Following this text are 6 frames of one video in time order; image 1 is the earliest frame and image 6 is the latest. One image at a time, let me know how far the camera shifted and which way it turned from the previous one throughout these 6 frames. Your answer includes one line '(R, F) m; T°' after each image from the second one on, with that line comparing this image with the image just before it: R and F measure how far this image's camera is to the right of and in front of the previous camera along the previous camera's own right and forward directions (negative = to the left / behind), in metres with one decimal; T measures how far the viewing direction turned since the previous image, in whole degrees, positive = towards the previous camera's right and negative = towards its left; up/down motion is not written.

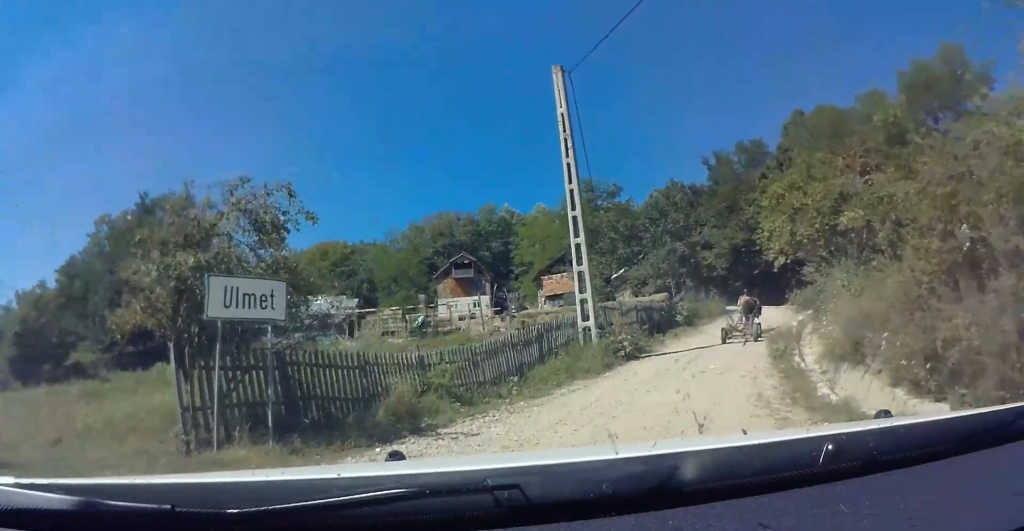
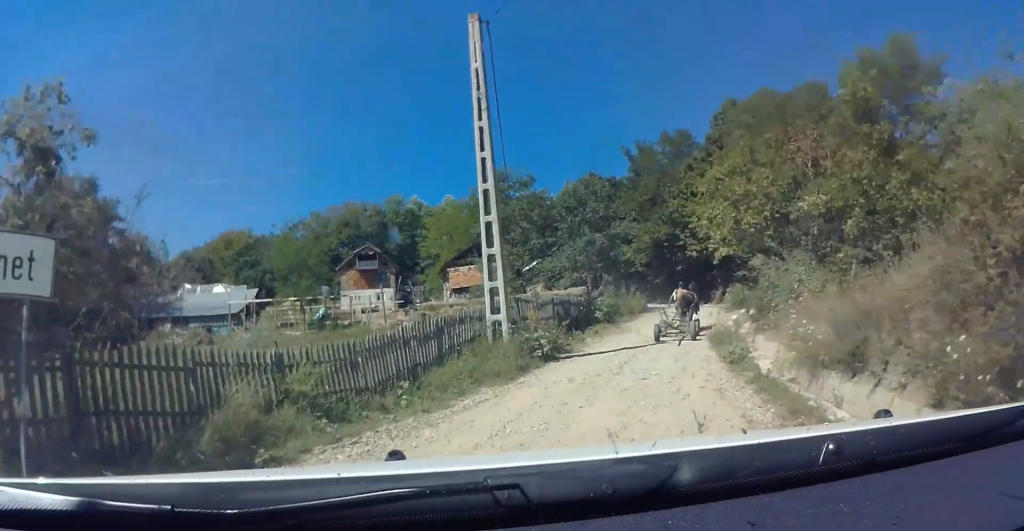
(+0.4, +3.1) m; +11°
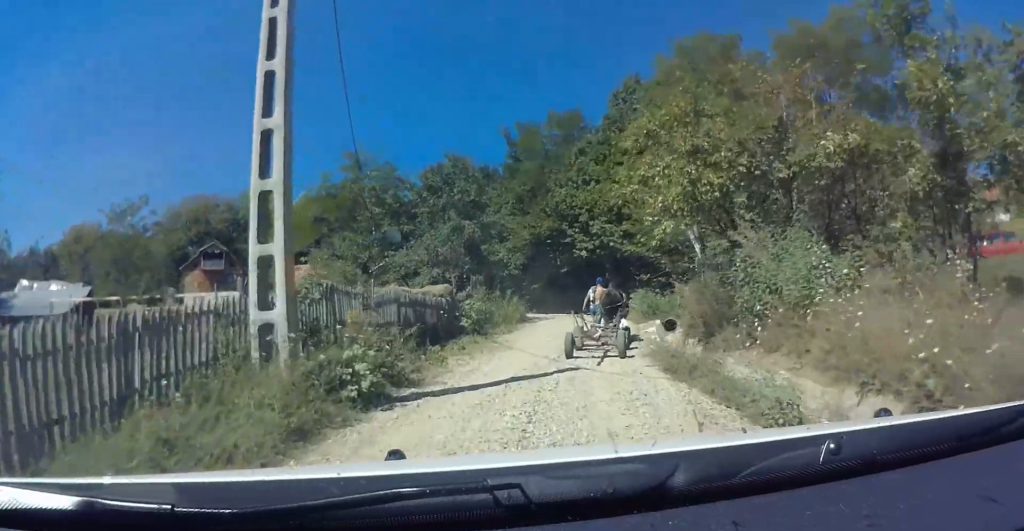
(+0.7, +7.8) m; +8°
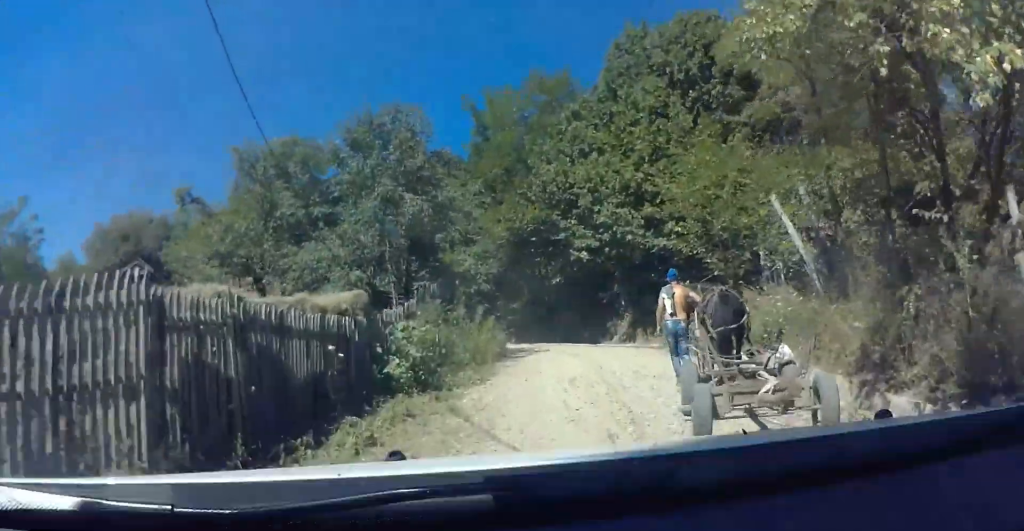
(+0.1, +10.1) m; 0°
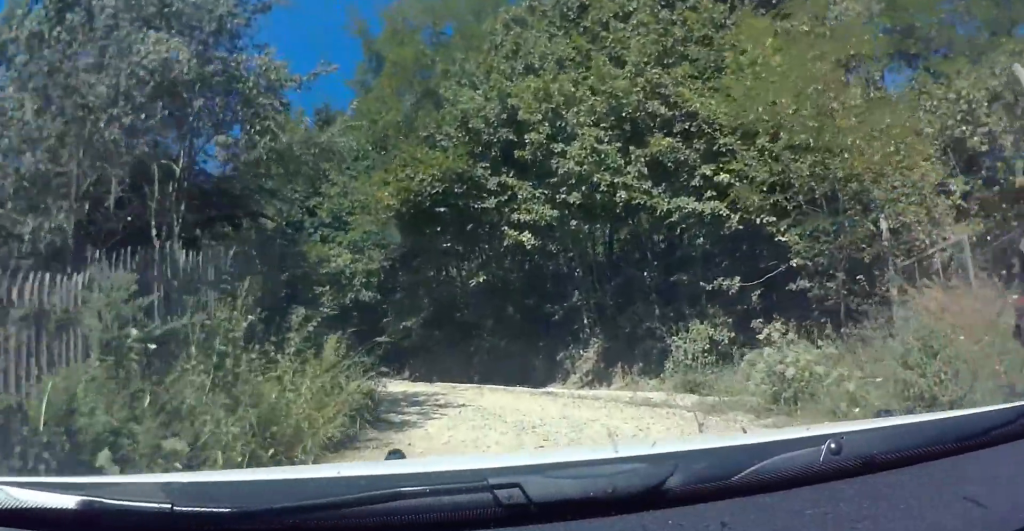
(+0.4, +10.2) m; +1°
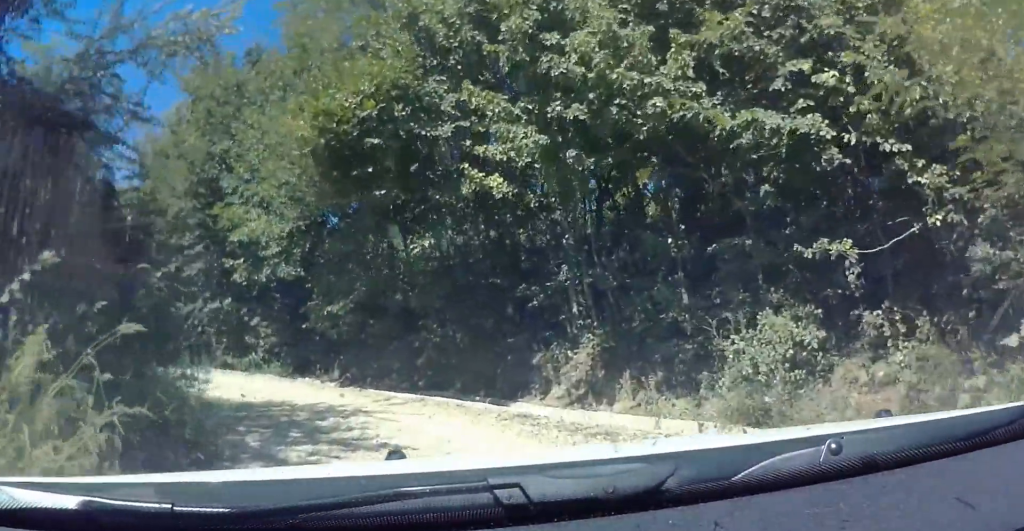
(-0.4, +4.6) m; -3°
